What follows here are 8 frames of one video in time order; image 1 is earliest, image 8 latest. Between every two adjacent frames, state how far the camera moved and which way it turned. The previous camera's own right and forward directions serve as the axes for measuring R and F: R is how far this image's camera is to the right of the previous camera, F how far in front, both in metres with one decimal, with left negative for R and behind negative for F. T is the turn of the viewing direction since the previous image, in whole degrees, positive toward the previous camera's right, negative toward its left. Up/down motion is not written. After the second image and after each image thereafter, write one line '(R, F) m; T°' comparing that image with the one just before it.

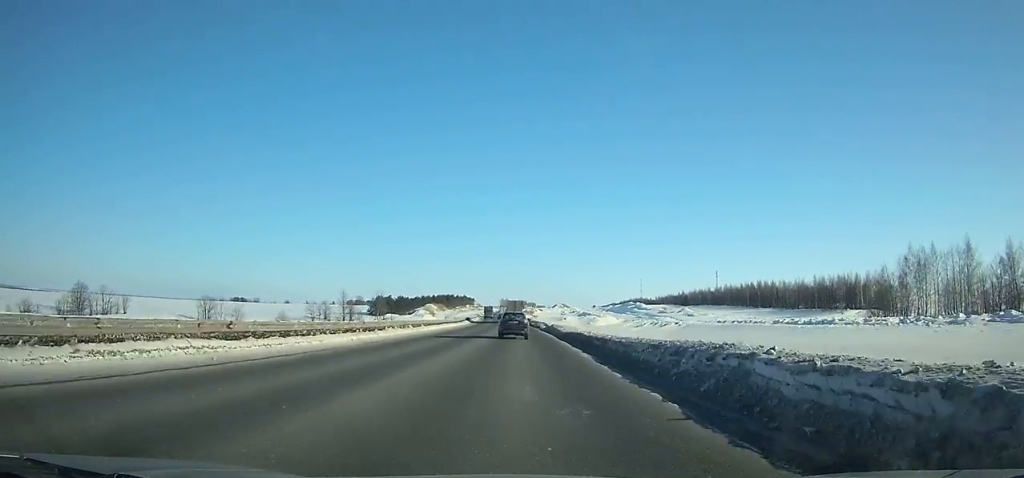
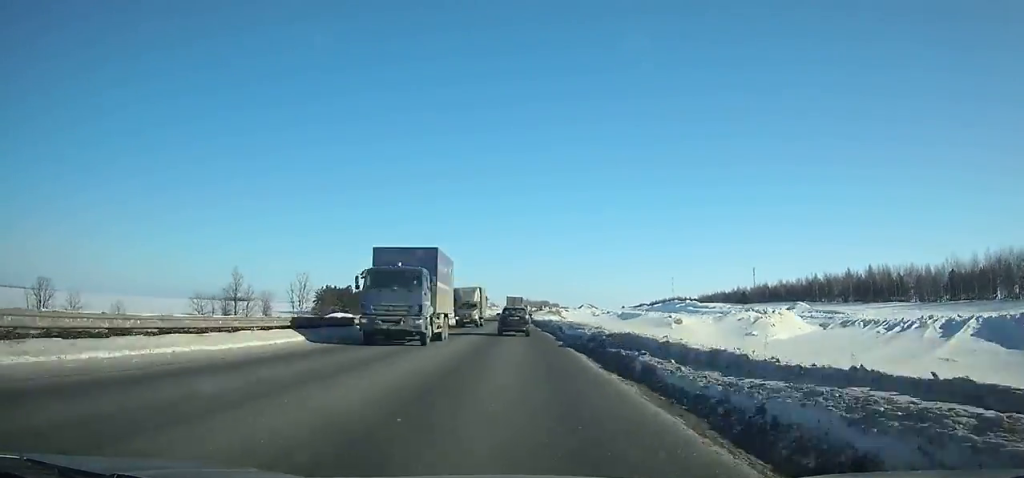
(-1.1, +86.3) m; -2°
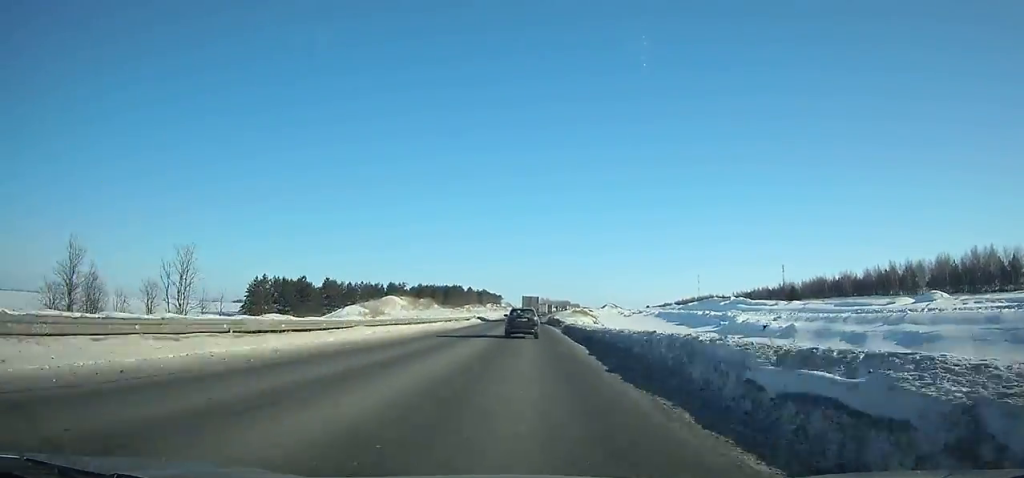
(-0.9, +48.2) m; -1°
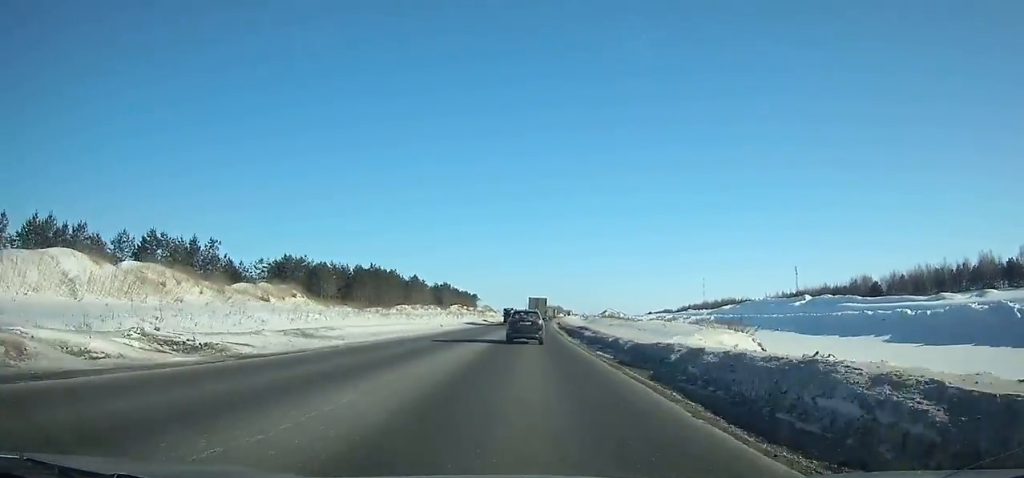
(-0.4, +97.2) m; 0°
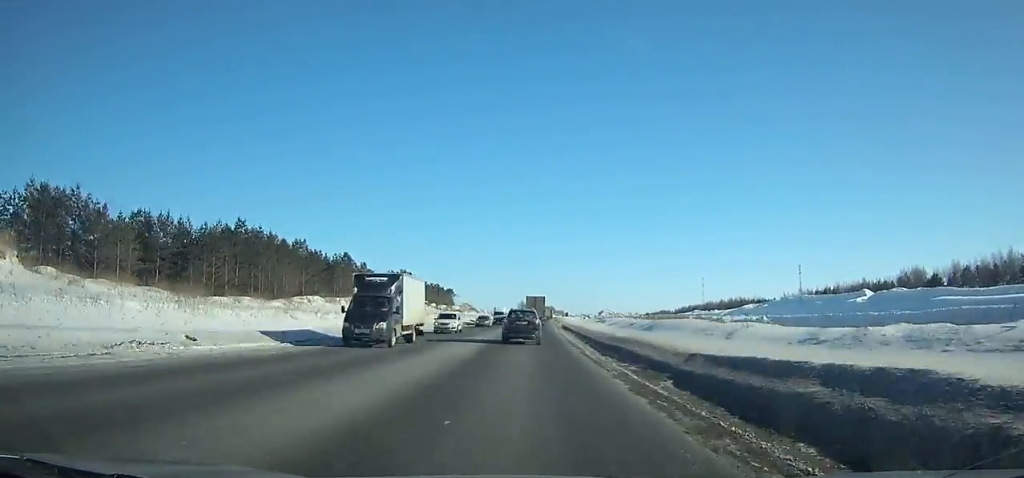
(+0.4, +47.4) m; +1°
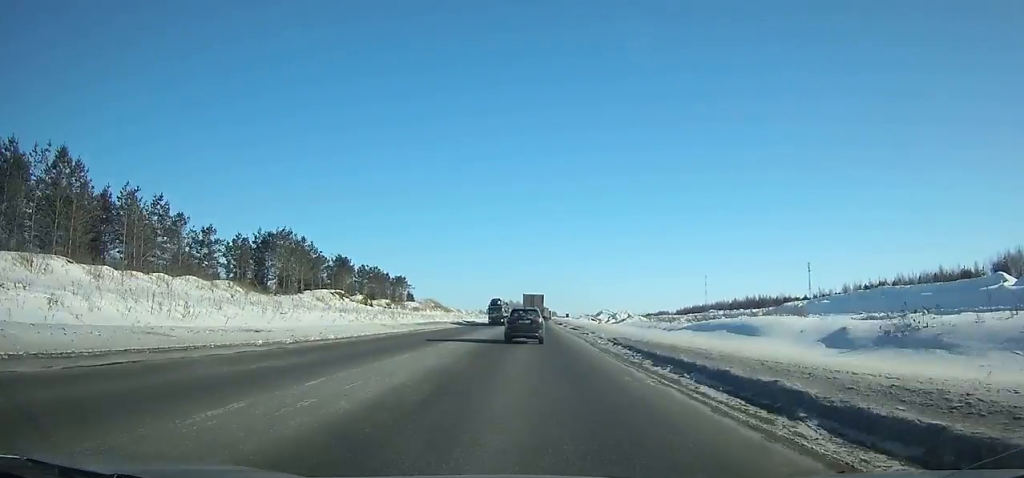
(+0.5, +63.0) m; +1°
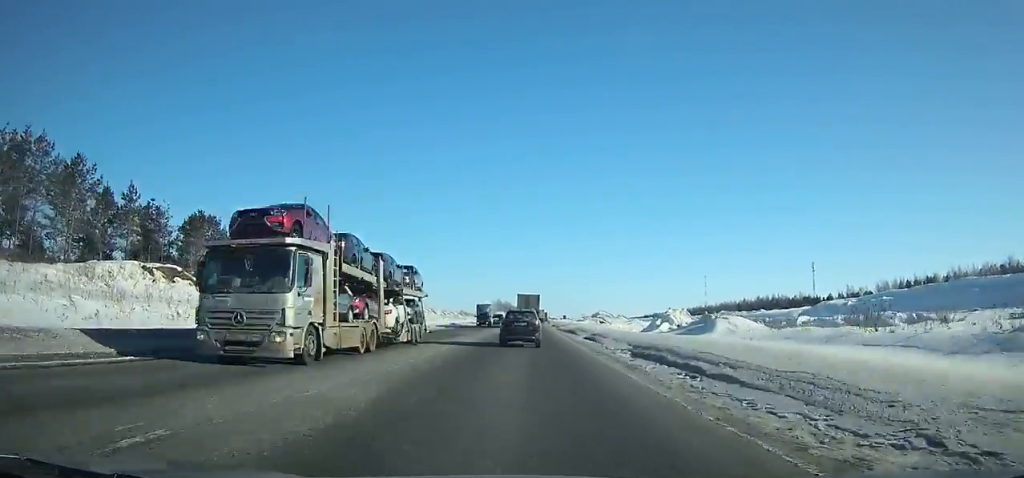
(+0.3, +42.7) m; +1°
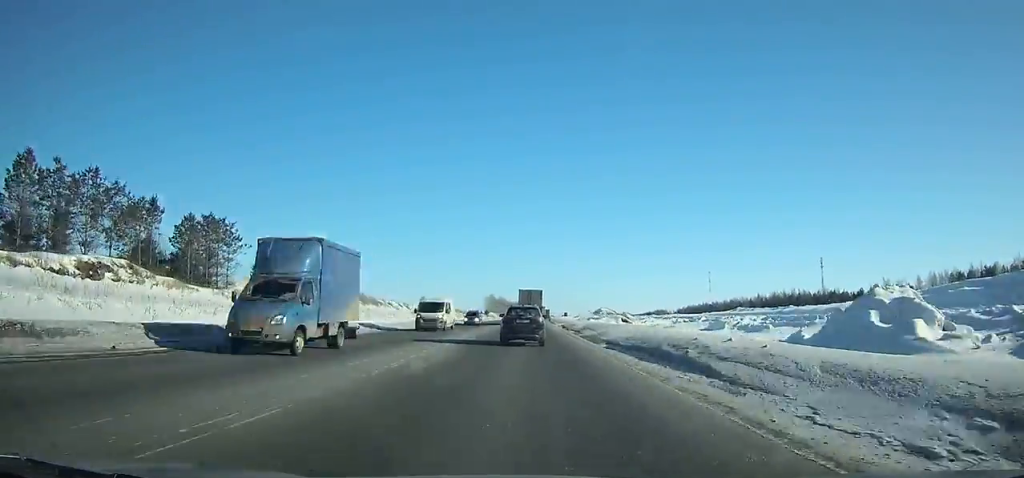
(0.0, +35.9) m; +1°
